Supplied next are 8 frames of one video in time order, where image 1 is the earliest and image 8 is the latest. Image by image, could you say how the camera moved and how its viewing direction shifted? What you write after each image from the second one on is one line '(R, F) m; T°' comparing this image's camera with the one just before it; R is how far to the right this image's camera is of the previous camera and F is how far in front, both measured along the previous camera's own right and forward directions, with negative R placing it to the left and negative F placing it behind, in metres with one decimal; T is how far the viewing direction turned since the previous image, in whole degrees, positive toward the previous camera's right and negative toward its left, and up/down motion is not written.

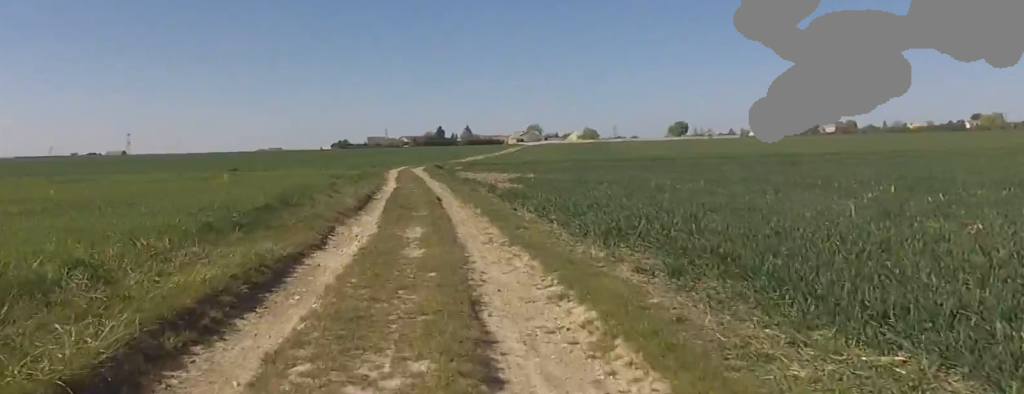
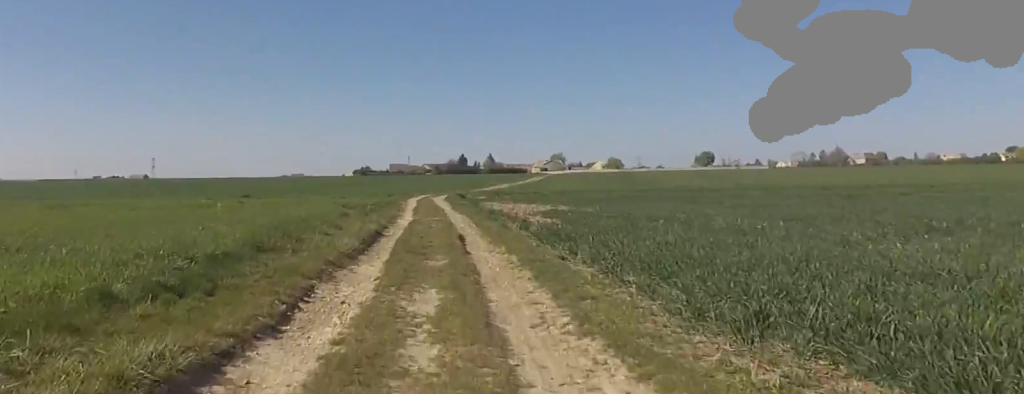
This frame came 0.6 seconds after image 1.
(0.0, +3.7) m; 0°
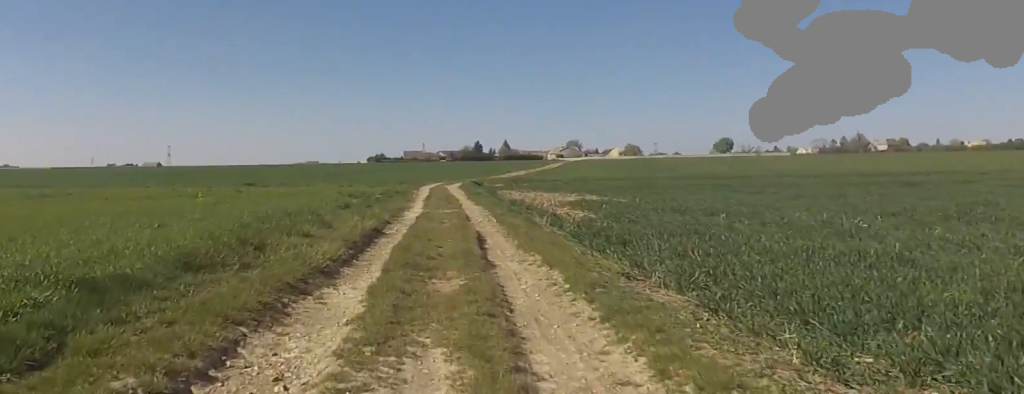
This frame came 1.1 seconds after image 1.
(0.0, +3.5) m; 0°
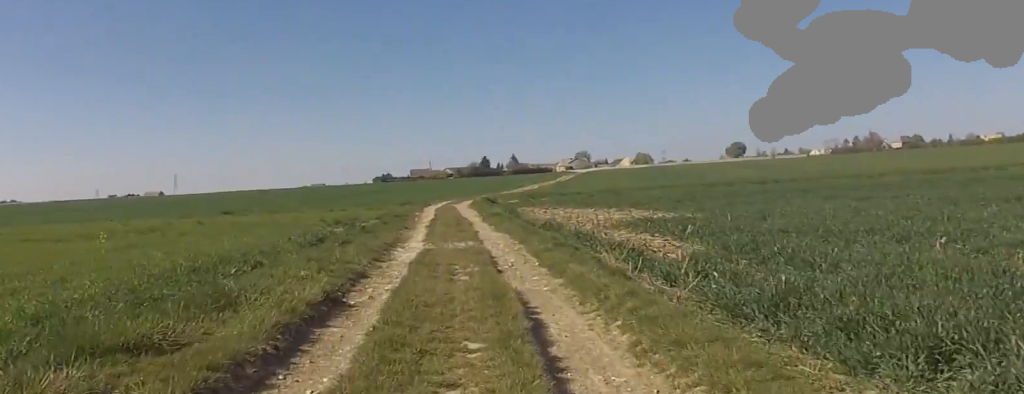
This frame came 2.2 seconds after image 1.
(0.0, +6.8) m; 0°
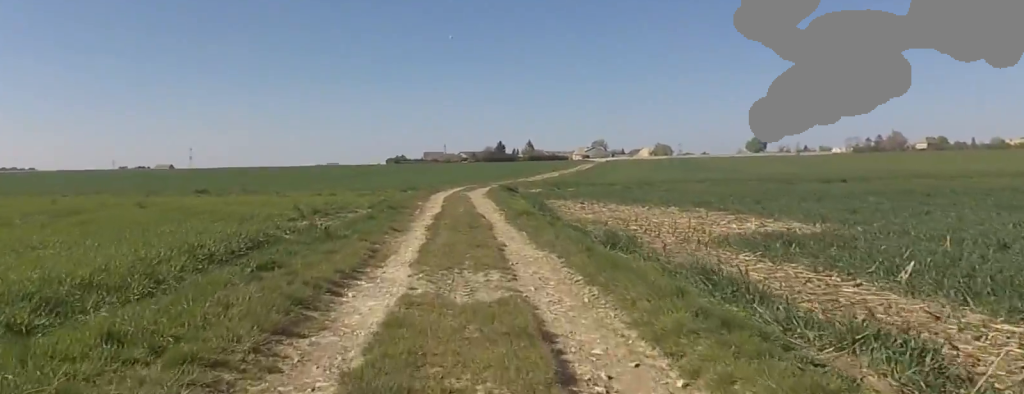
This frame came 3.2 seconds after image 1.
(0.0, +6.8) m; 0°
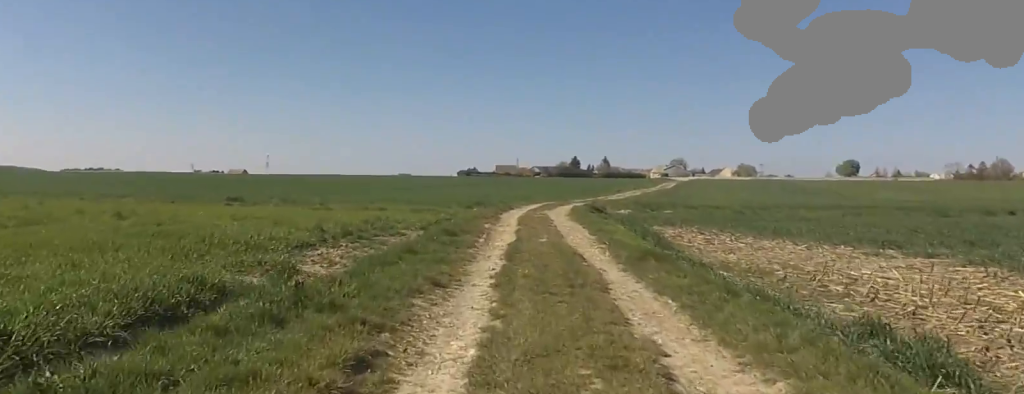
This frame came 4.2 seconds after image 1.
(0.0, +6.3) m; -7°
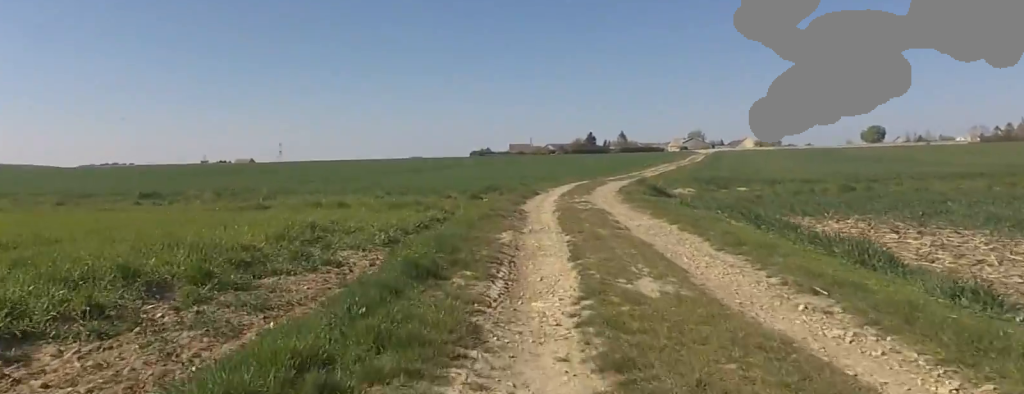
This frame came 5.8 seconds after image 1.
(-0.7, +9.6) m; +2°
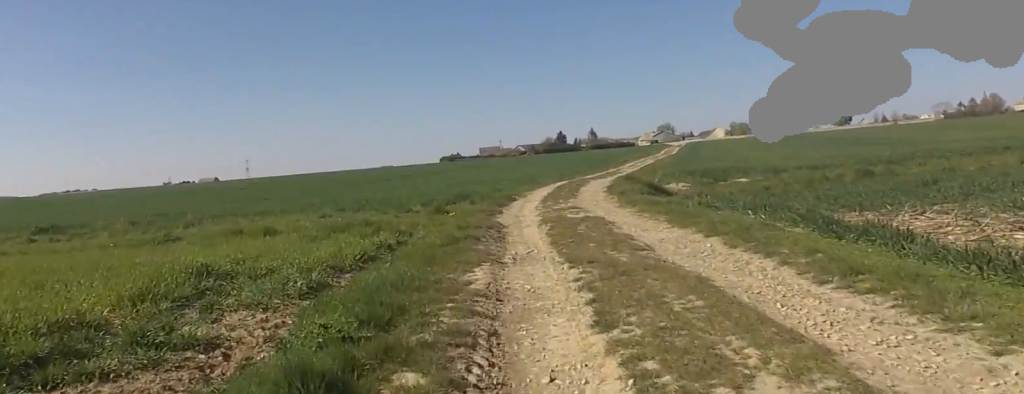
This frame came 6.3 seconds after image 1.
(+0.4, +3.6) m; +5°
